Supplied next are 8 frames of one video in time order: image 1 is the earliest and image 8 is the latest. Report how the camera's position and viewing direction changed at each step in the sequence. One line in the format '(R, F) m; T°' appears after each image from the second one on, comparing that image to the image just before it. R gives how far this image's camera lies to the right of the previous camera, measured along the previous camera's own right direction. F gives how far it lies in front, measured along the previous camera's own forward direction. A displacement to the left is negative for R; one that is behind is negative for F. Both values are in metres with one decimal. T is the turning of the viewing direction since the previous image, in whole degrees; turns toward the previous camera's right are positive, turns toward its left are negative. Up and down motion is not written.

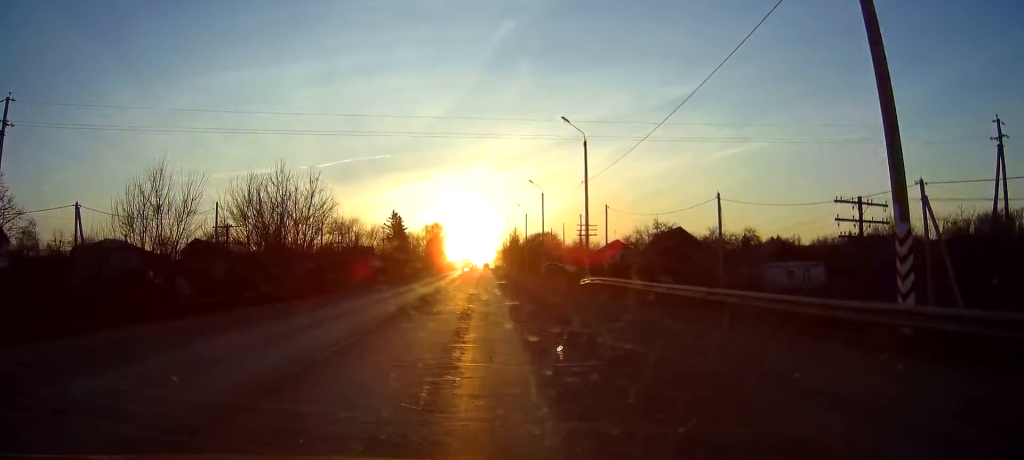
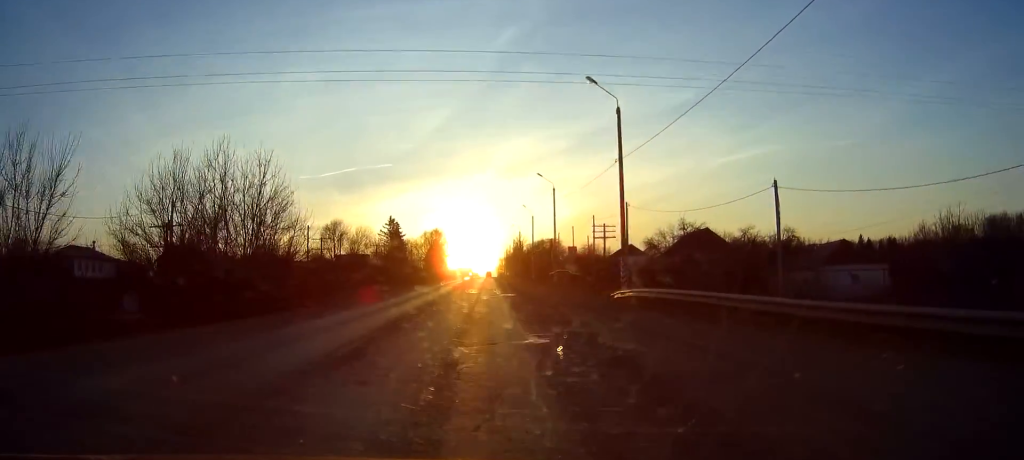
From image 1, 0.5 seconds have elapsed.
(0.0, +11.0) m; 0°
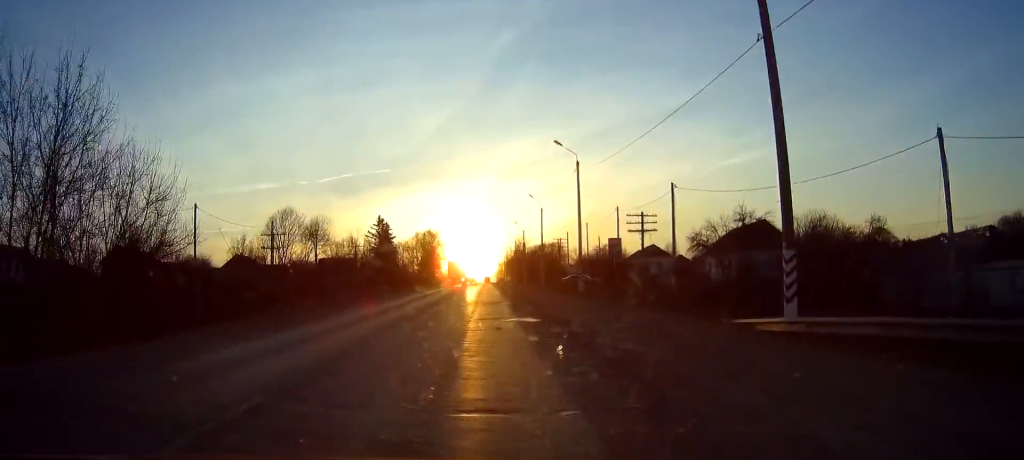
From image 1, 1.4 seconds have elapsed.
(-0.1, +18.4) m; 0°
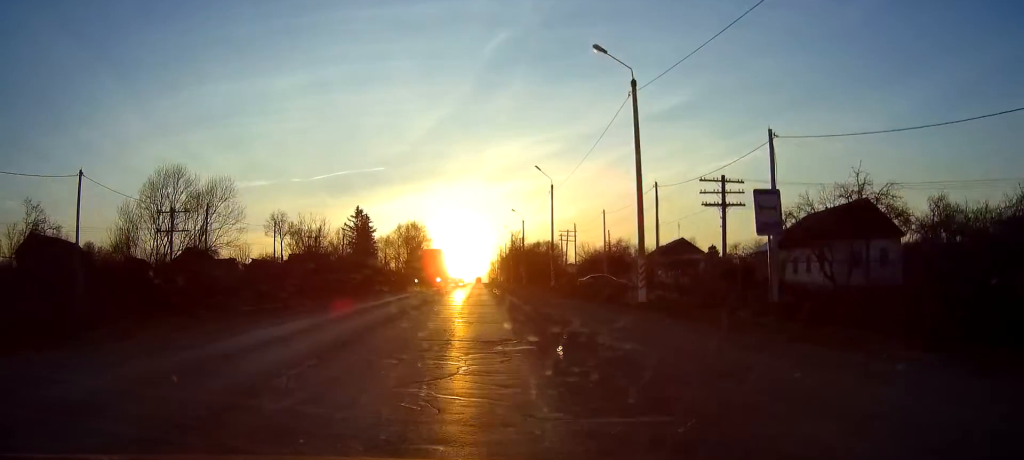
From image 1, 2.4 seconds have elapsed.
(+0.2, +20.5) m; +1°
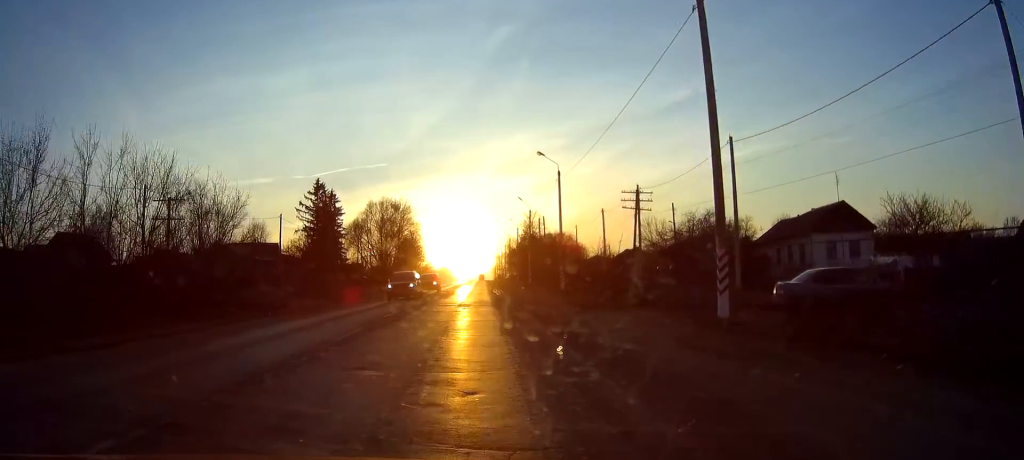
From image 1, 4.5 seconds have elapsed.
(-0.2, +41.9) m; -1°
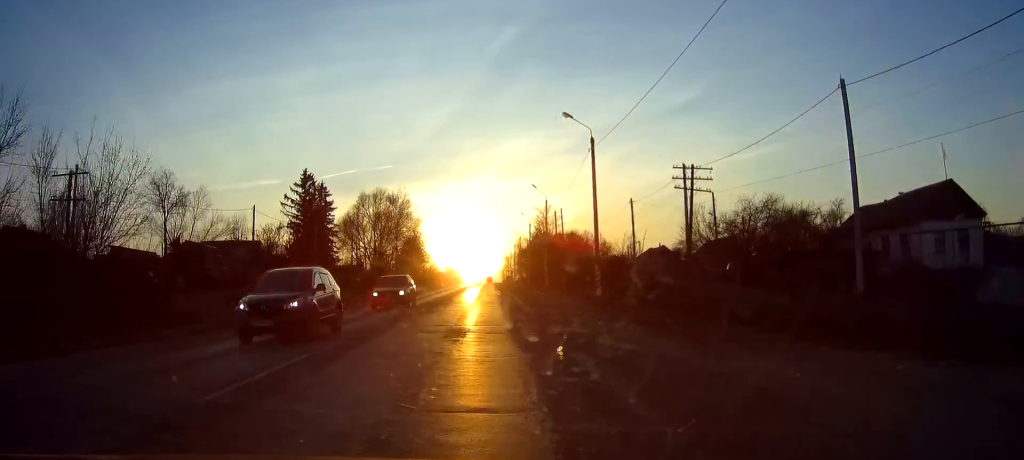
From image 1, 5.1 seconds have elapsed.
(-0.1, +13.2) m; 0°
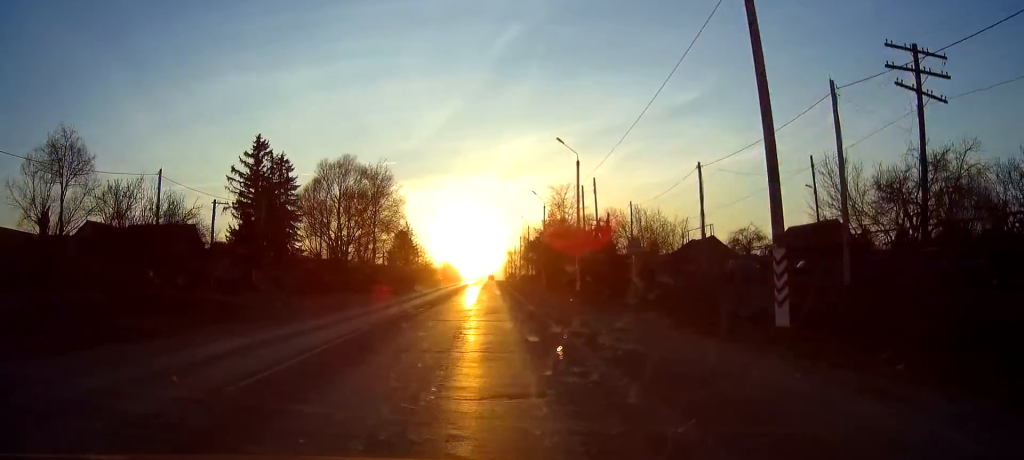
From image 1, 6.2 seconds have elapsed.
(0.0, +23.7) m; 0°
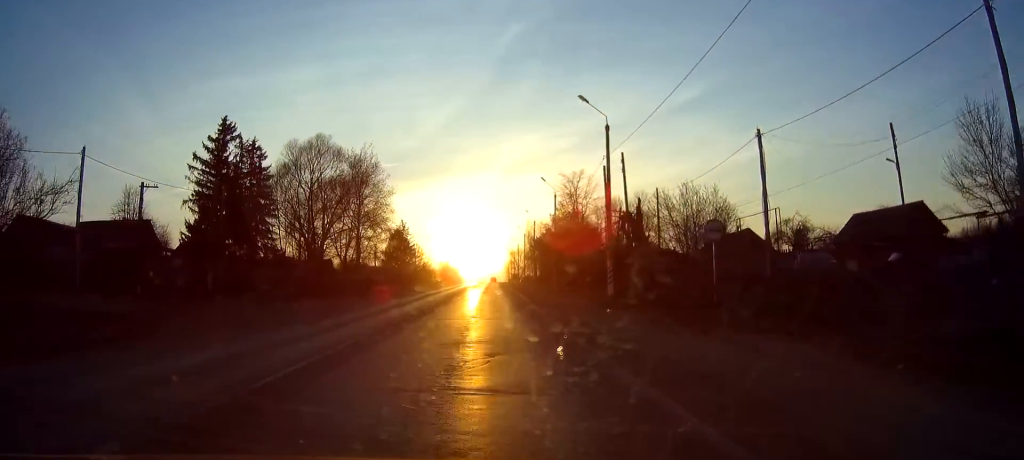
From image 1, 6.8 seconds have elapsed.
(0.0, +11.9) m; 0°
